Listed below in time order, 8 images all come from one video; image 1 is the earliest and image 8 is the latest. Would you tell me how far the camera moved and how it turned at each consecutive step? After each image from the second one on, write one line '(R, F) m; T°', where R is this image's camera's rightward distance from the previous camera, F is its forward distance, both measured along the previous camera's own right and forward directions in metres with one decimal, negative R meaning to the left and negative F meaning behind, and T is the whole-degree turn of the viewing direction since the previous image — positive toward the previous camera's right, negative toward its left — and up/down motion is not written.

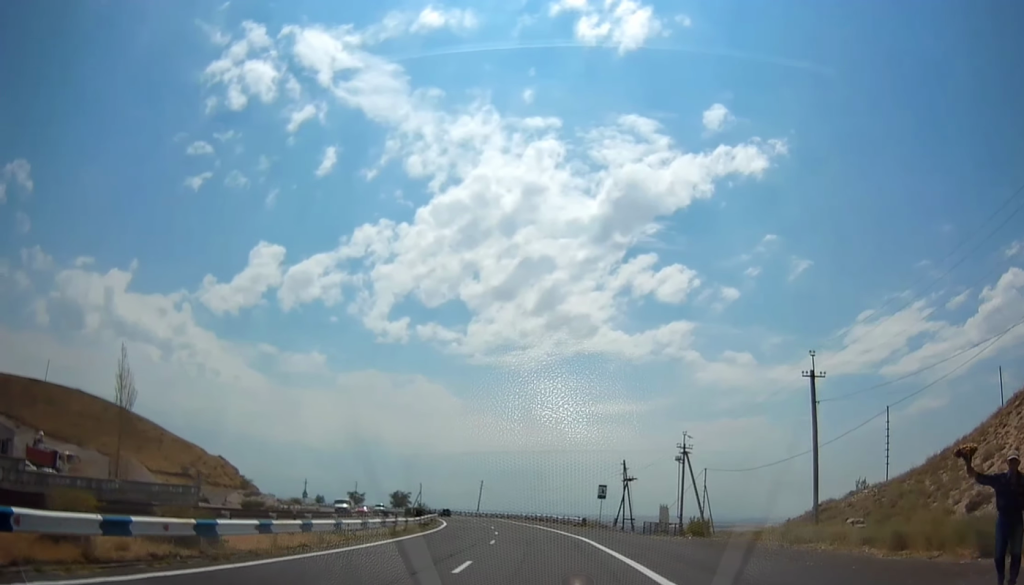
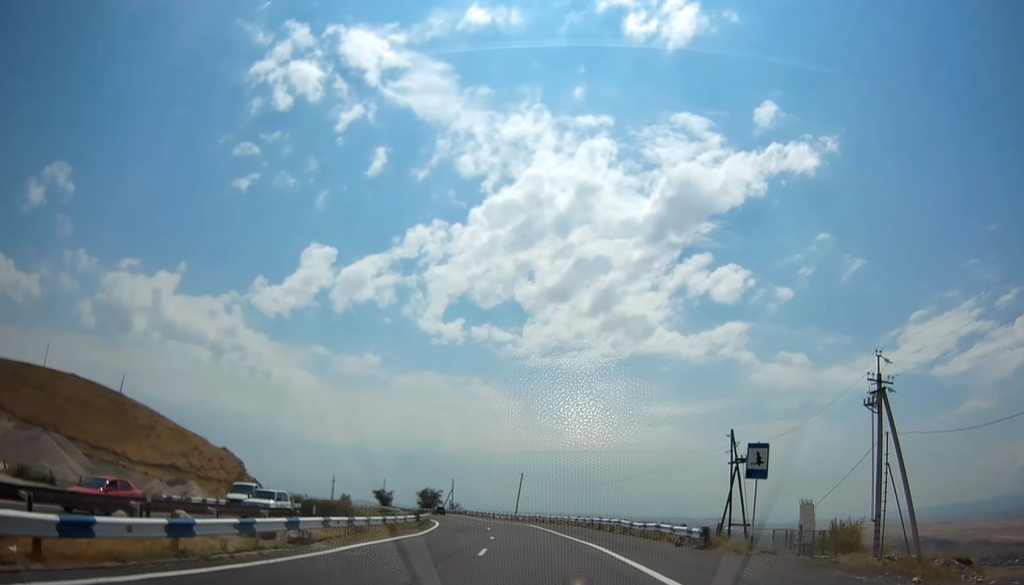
(-2.1, +30.2) m; -7°
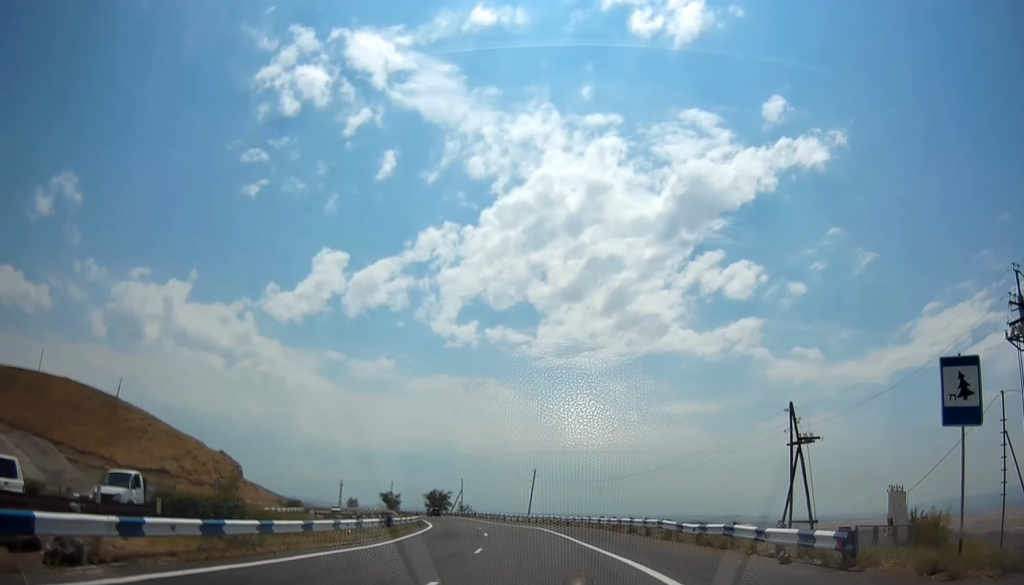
(-0.1, +10.6) m; -2°
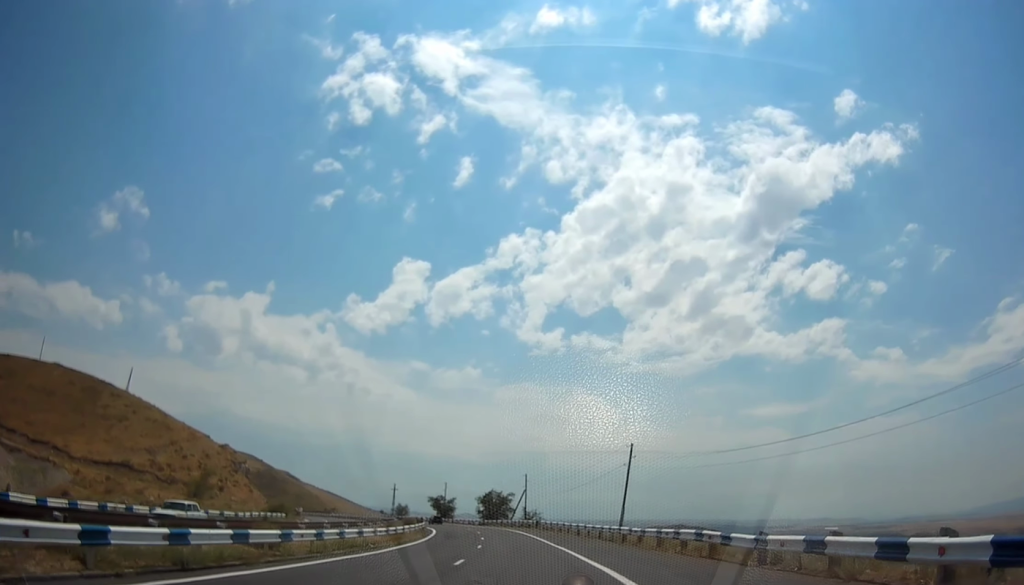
(-1.2, +39.4) m; -5°
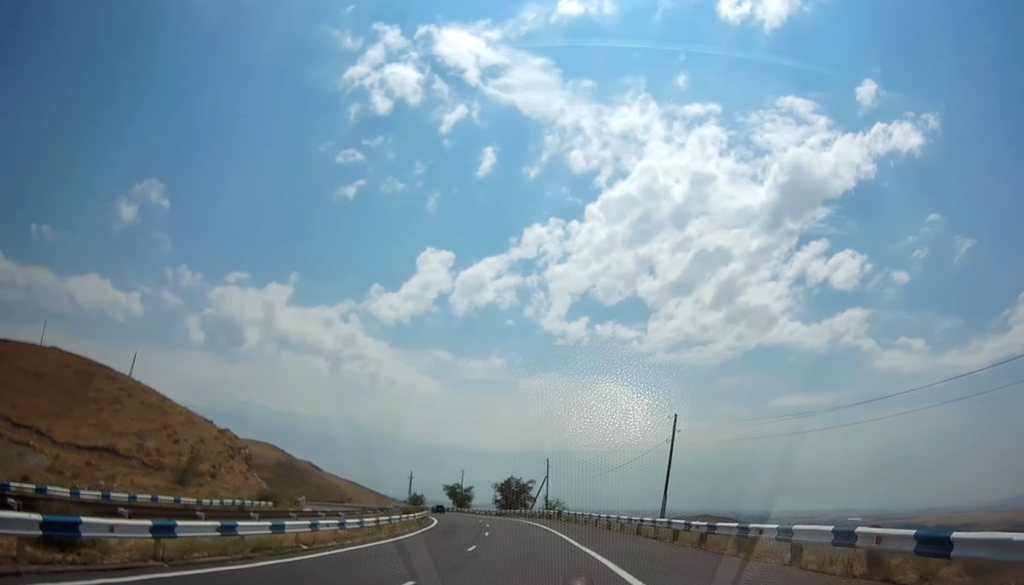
(0.0, +10.1) m; -2°
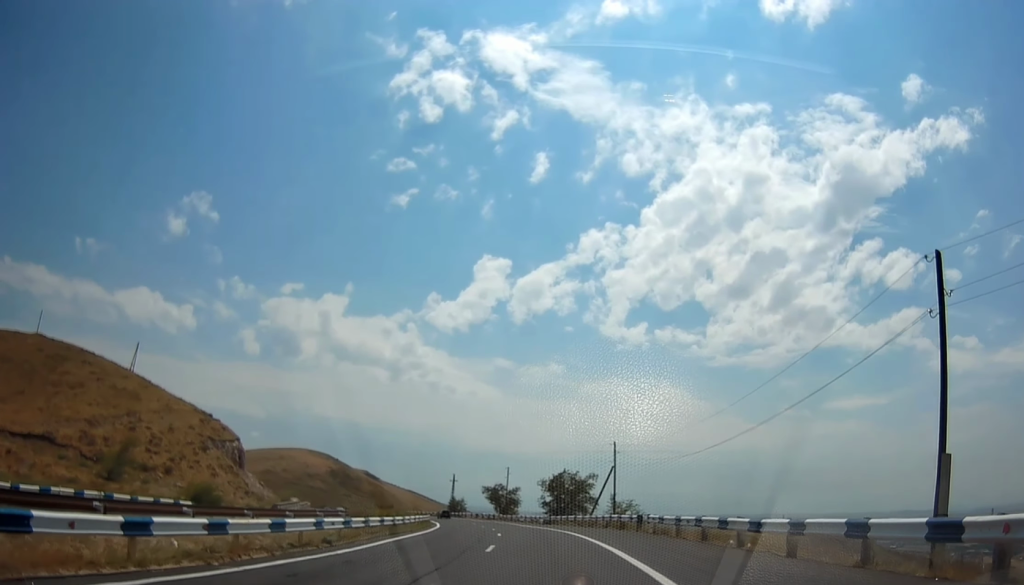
(-2.0, +26.4) m; -5°
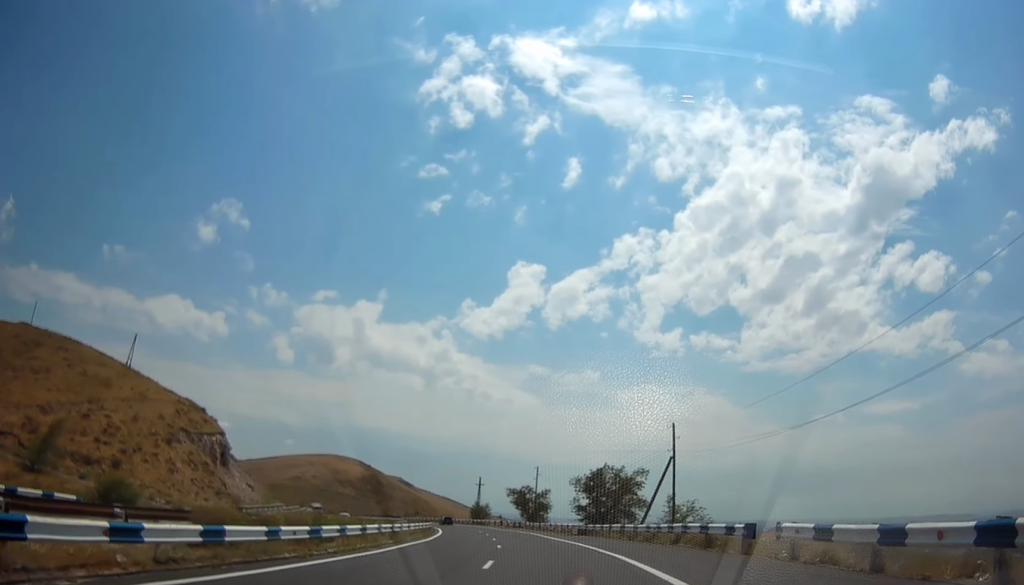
(-0.1, +16.0) m; -2°
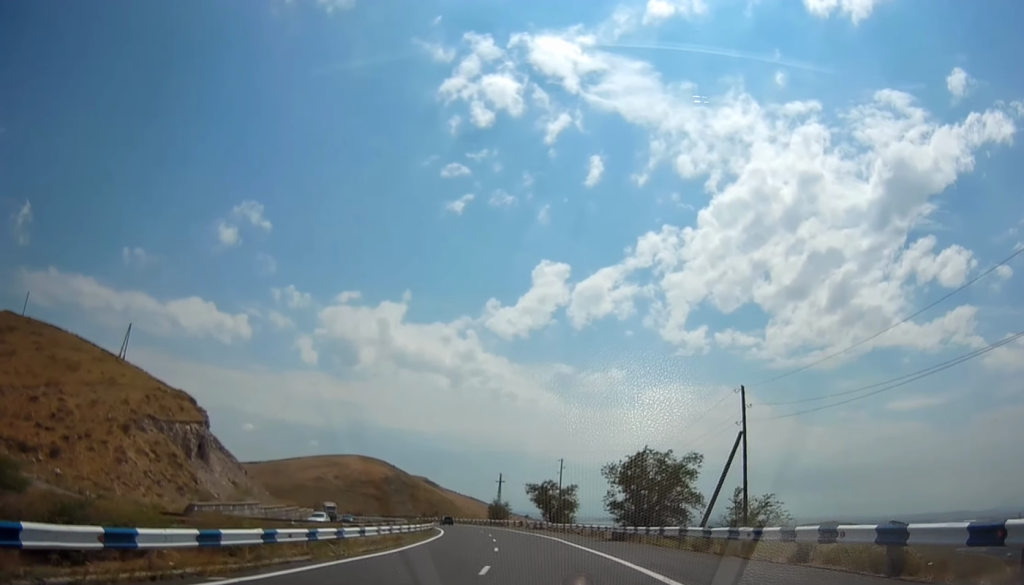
(-0.2, +12.6) m; -3°
